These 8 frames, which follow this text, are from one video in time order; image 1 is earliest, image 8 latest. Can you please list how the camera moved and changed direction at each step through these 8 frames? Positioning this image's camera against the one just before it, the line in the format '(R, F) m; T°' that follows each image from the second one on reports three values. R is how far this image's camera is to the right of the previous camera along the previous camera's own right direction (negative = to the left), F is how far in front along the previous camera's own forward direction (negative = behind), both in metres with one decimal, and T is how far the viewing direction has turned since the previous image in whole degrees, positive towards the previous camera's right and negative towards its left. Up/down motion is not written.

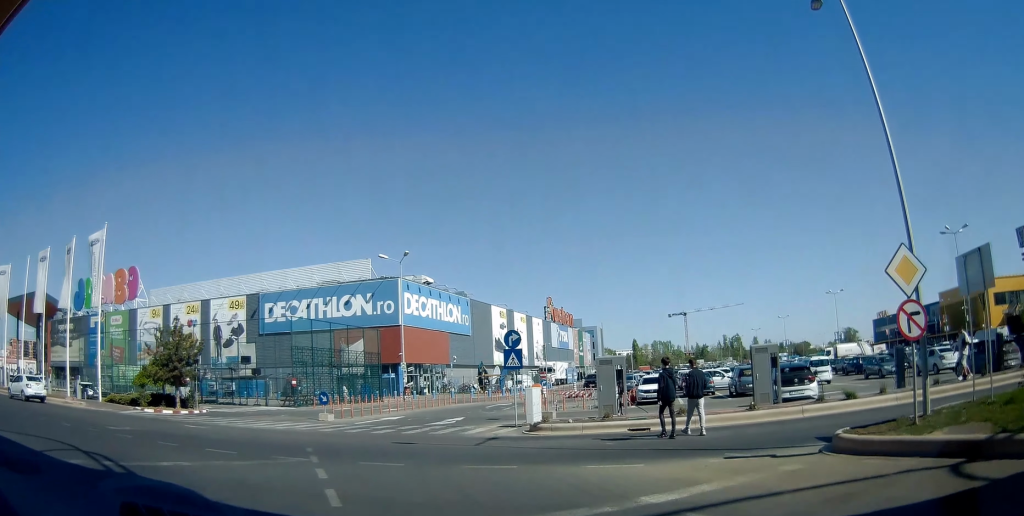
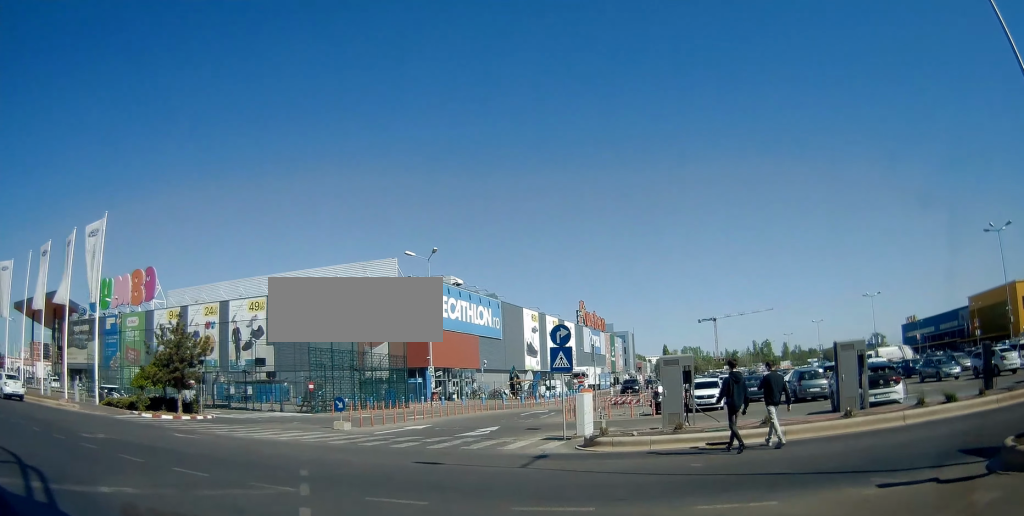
(+0.1, +3.1) m; 0°
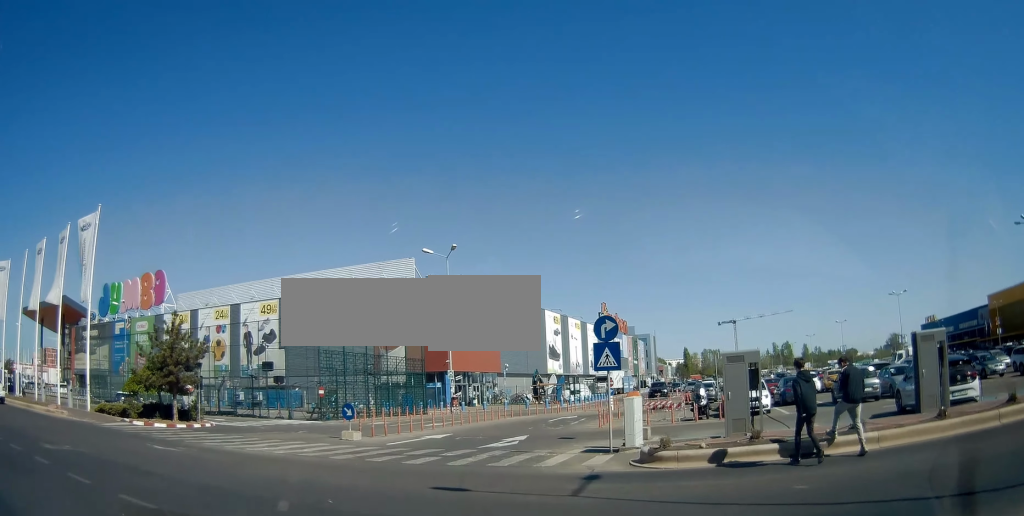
(0.0, +2.5) m; 0°
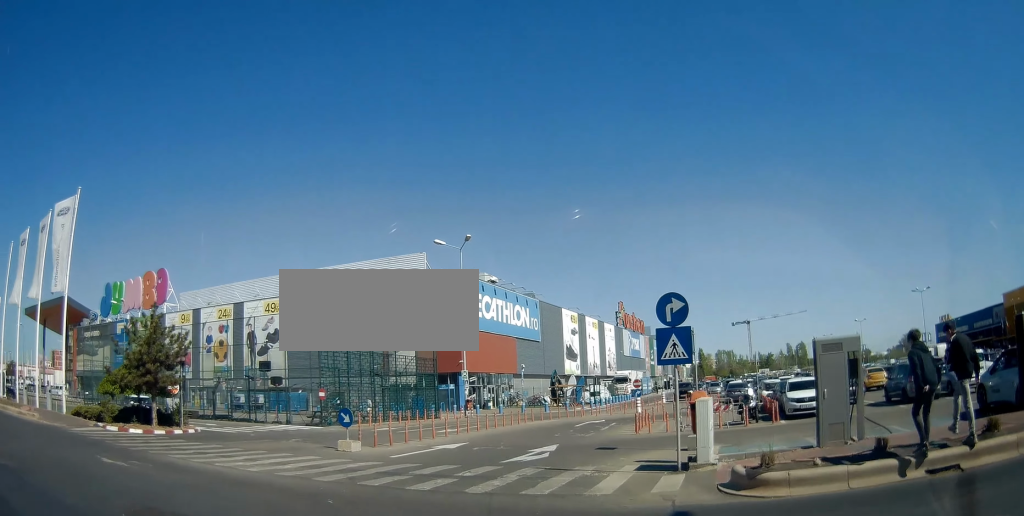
(-0.1, +3.2) m; 0°
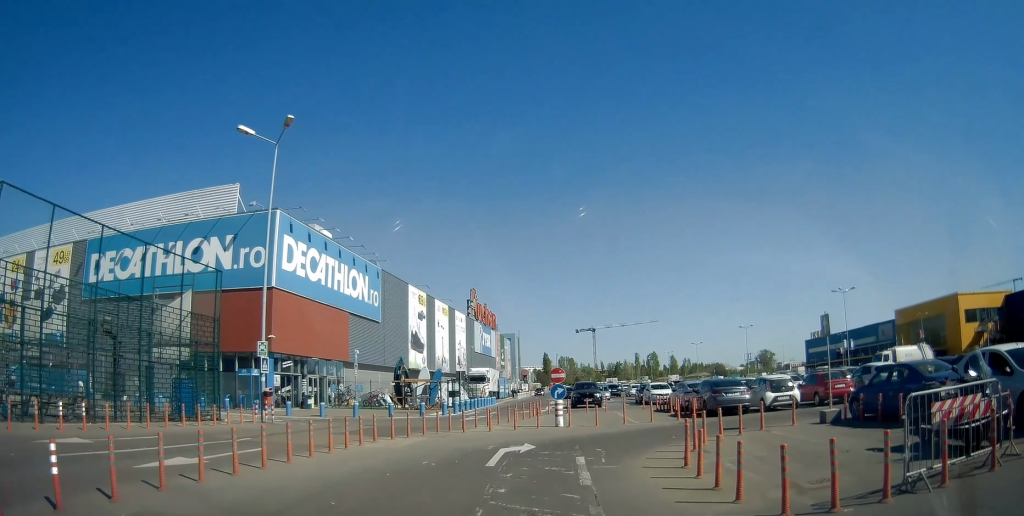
(+1.2, +17.3) m; +12°
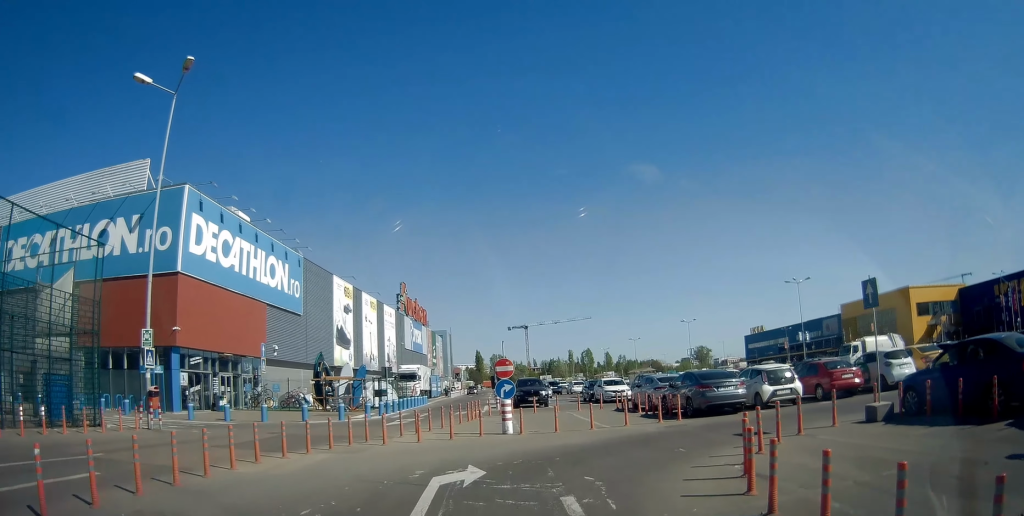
(+0.2, +5.3) m; +6°
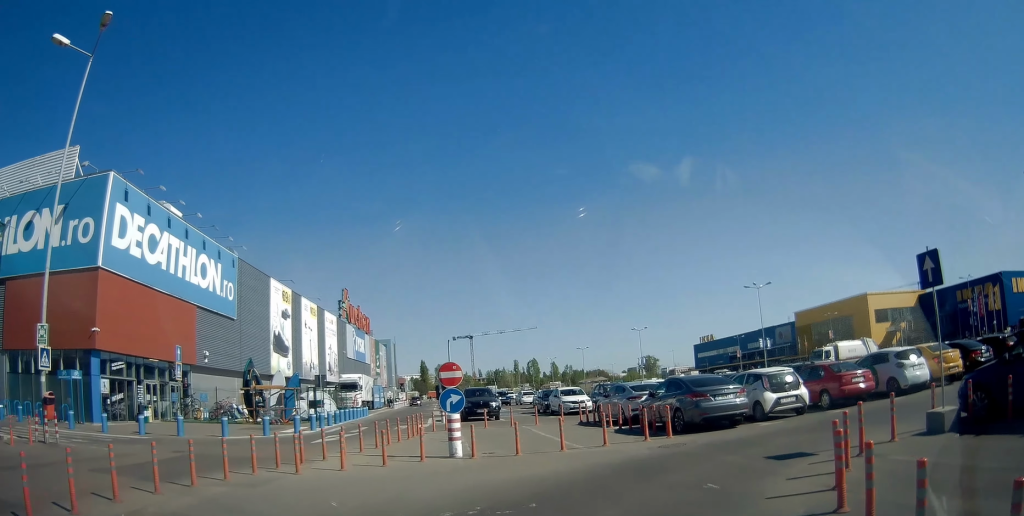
(+0.1, +3.9) m; +6°
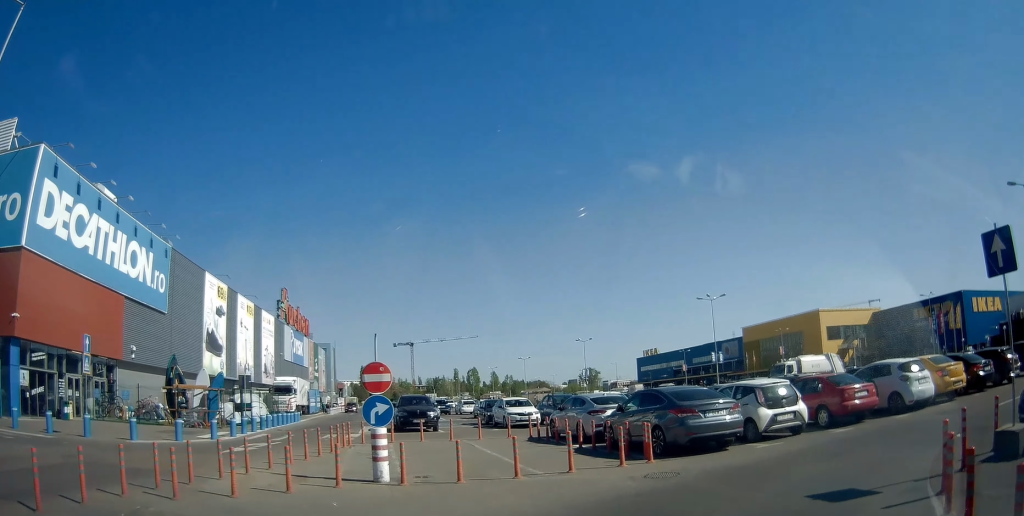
(+0.2, +3.1) m; +6°
